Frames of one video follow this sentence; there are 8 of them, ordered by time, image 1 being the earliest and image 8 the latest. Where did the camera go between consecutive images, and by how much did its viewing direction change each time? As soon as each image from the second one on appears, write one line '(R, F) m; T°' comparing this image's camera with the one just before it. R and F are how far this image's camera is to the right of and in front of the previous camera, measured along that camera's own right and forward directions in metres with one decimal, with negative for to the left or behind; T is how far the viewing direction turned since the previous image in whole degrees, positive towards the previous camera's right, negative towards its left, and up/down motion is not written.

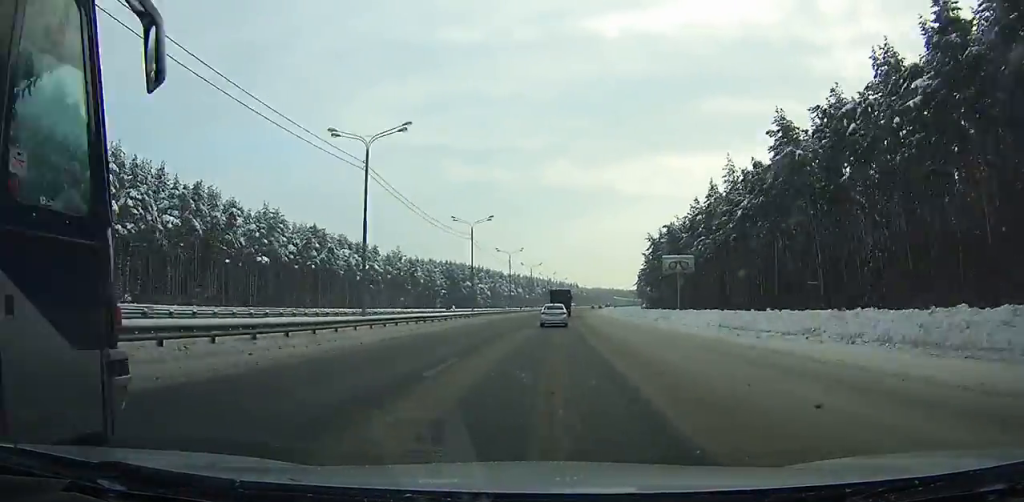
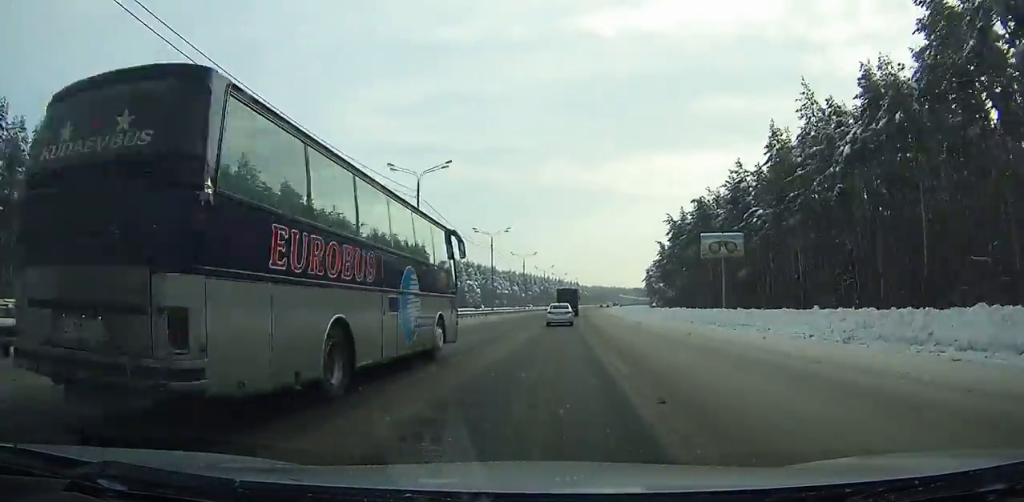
(+0.2, +32.4) m; +1°
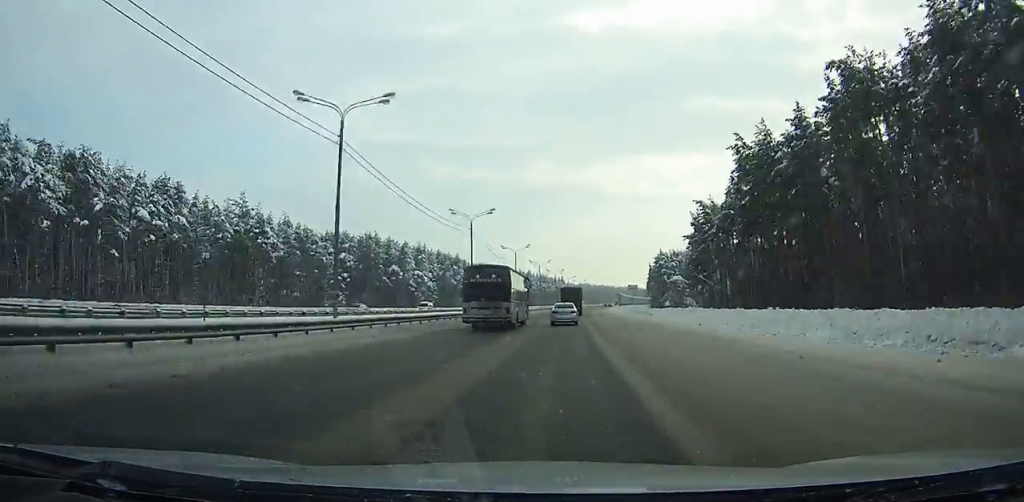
(+1.0, +62.8) m; +2°
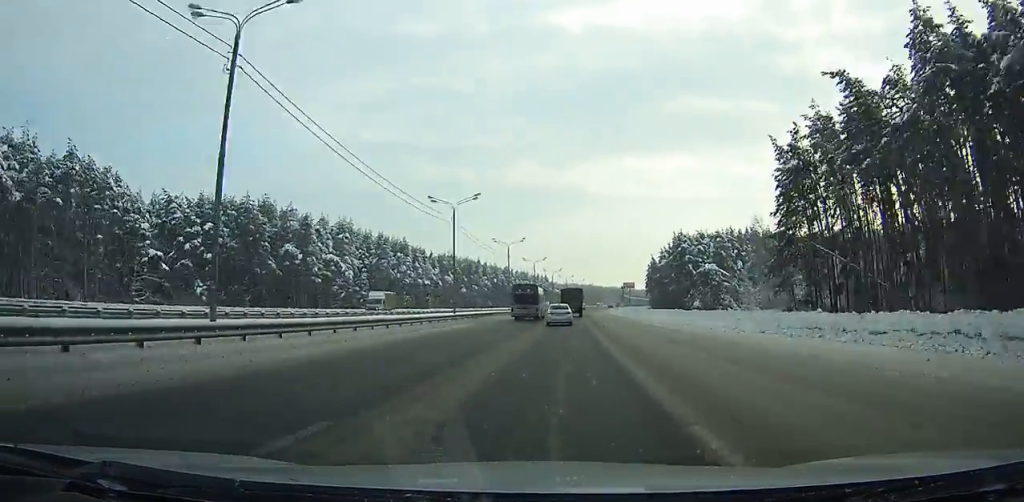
(+1.0, +57.2) m; +2°
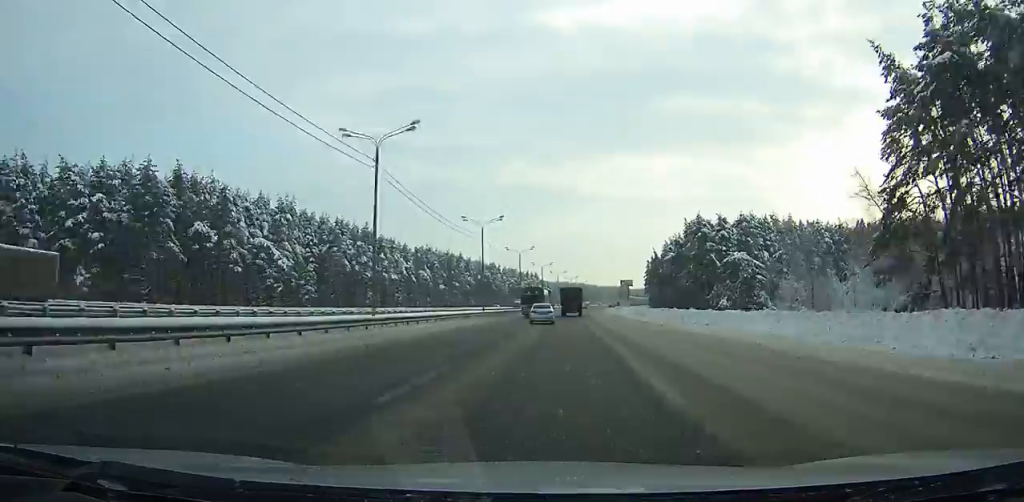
(+0.2, +26.8) m; +1°
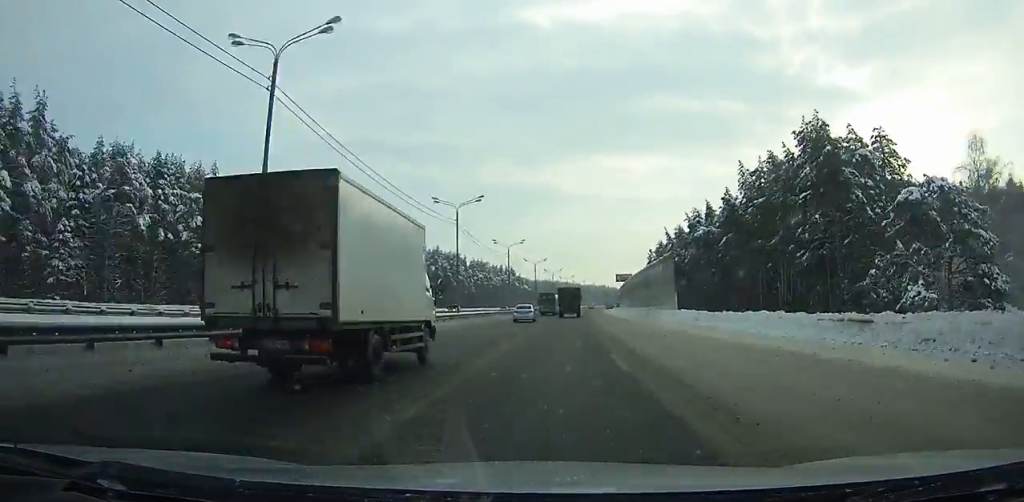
(+0.9, +59.7) m; +1°
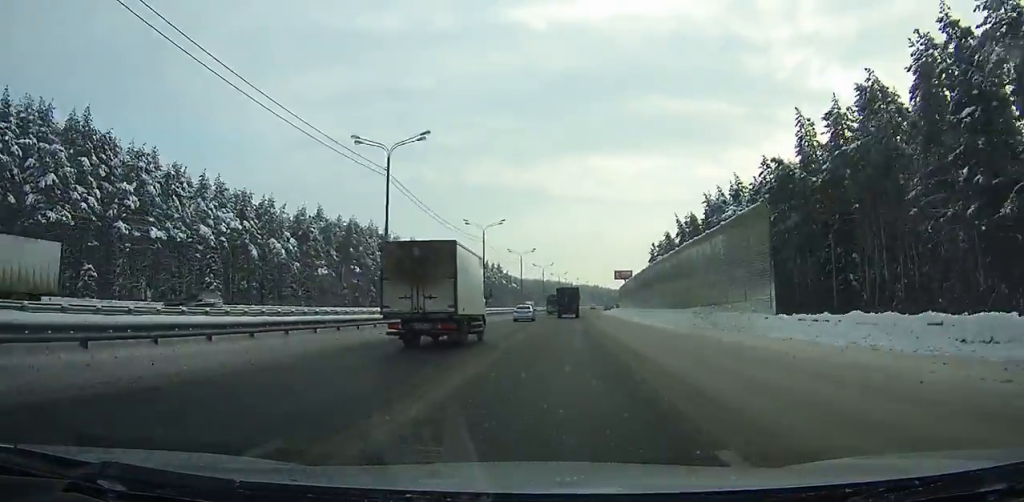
(+0.1, +25.2) m; +1°
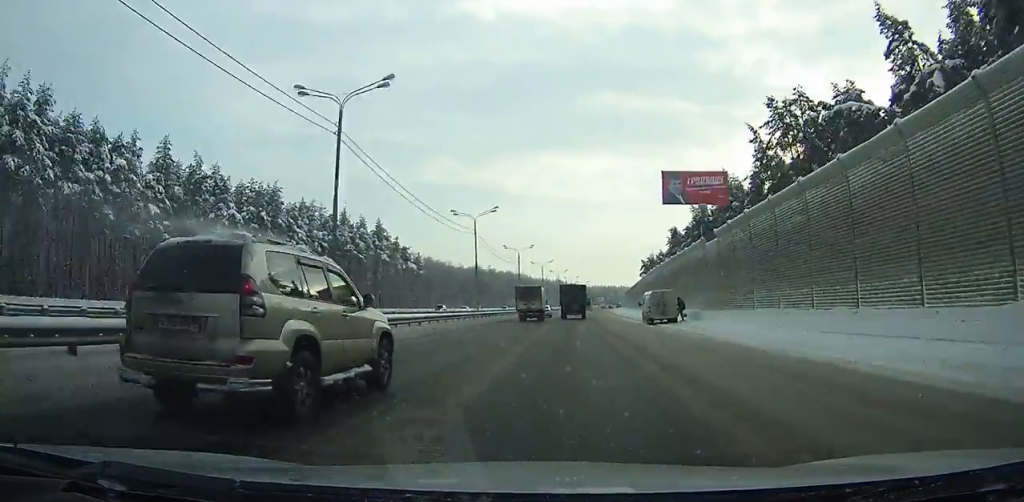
(+4.9, +143.9) m; +4°
